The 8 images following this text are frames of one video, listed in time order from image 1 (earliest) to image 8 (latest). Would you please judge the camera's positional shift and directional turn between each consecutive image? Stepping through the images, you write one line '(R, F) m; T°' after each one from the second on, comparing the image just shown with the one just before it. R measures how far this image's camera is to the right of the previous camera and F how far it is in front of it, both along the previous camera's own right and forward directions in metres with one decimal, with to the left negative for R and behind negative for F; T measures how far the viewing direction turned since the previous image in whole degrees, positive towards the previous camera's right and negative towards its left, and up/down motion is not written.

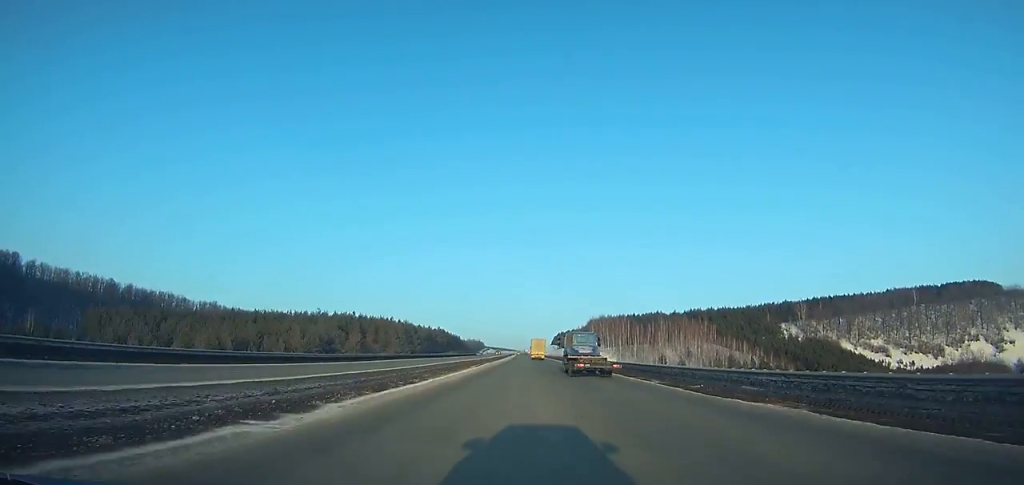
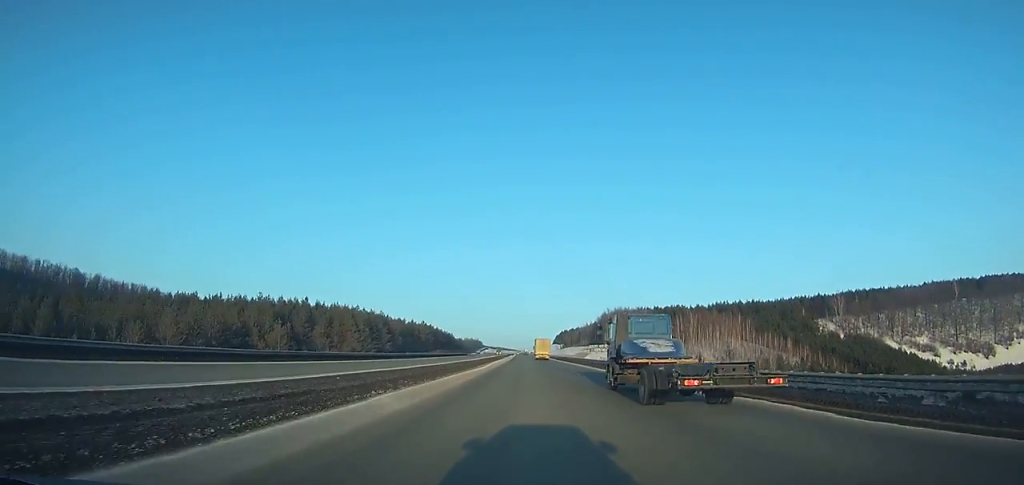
(0.0, +45.5) m; 0°
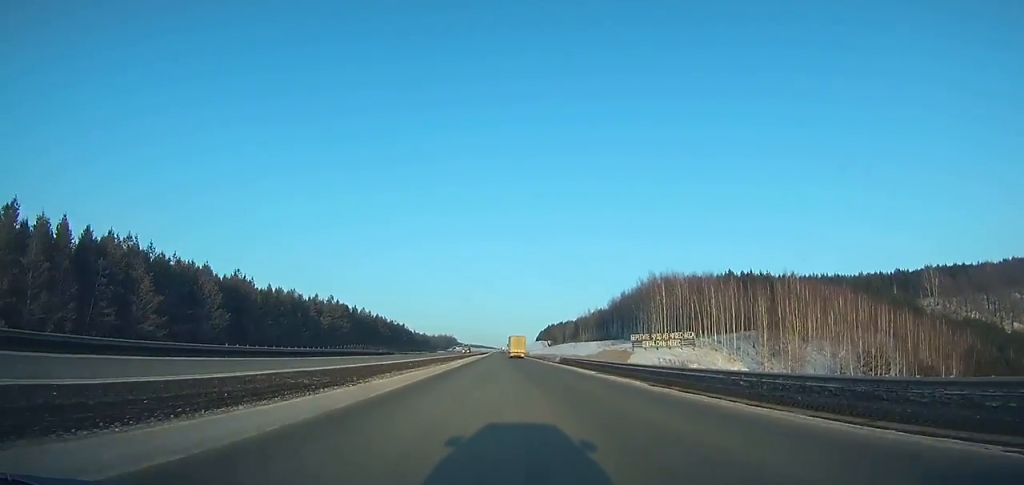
(+0.7, +95.6) m; 0°
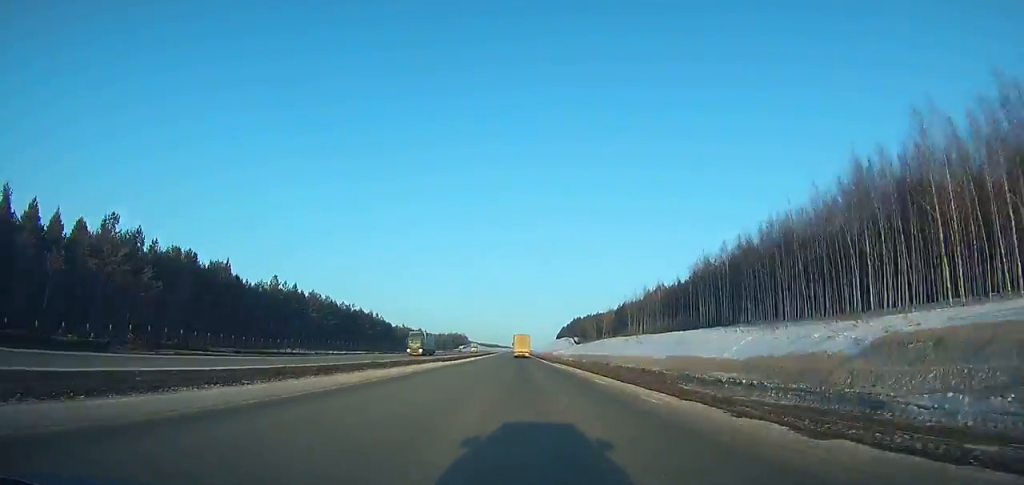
(-0.4, +83.7) m; -1°
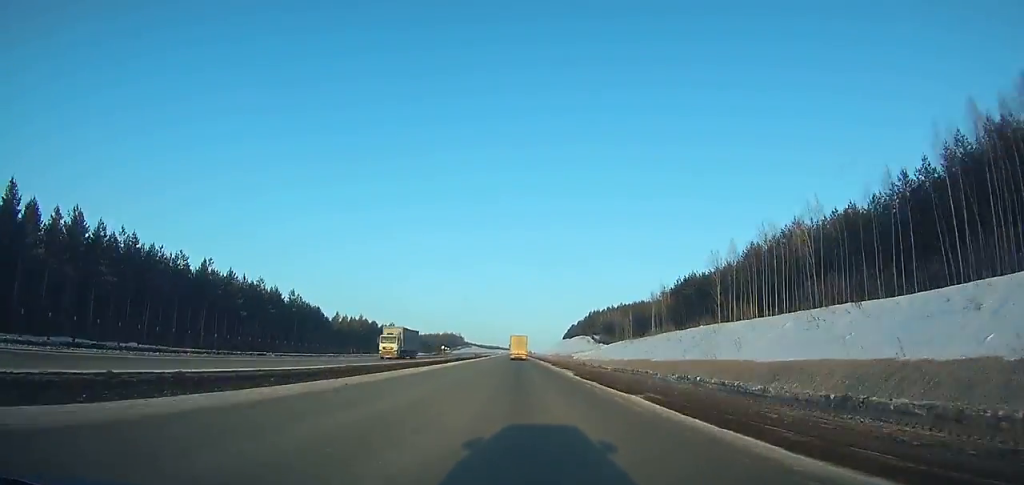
(-0.6, +82.4) m; 0°
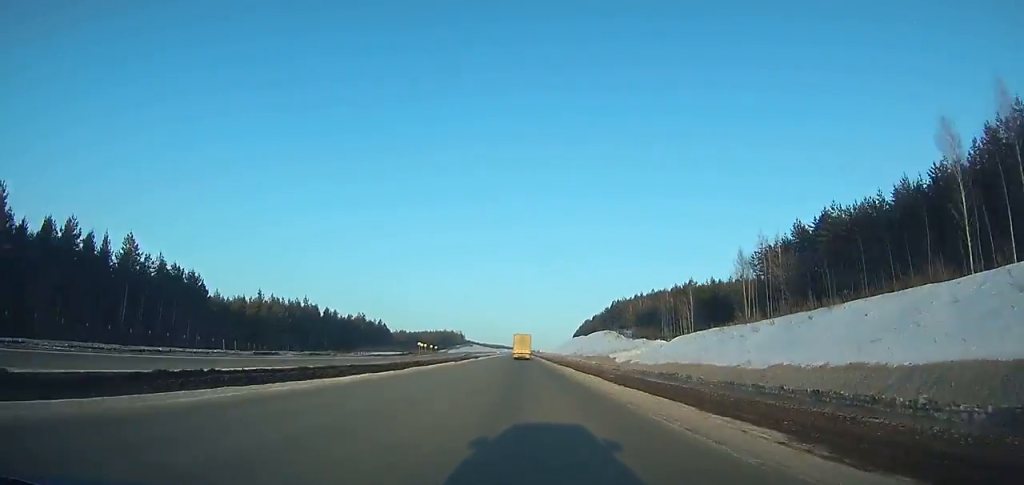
(0.0, +61.1) m; 0°
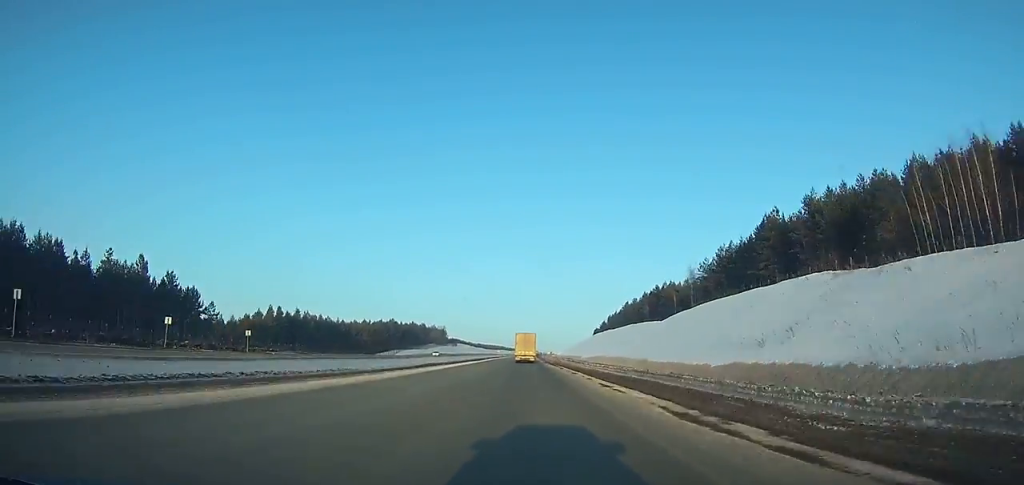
(0.0, +163.2) m; 0°
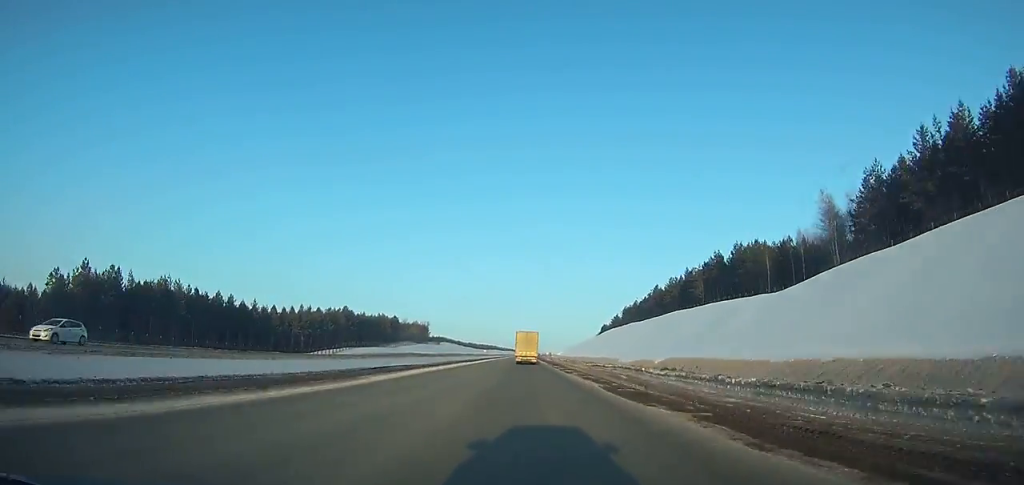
(+0.1, +66.8) m; 0°
